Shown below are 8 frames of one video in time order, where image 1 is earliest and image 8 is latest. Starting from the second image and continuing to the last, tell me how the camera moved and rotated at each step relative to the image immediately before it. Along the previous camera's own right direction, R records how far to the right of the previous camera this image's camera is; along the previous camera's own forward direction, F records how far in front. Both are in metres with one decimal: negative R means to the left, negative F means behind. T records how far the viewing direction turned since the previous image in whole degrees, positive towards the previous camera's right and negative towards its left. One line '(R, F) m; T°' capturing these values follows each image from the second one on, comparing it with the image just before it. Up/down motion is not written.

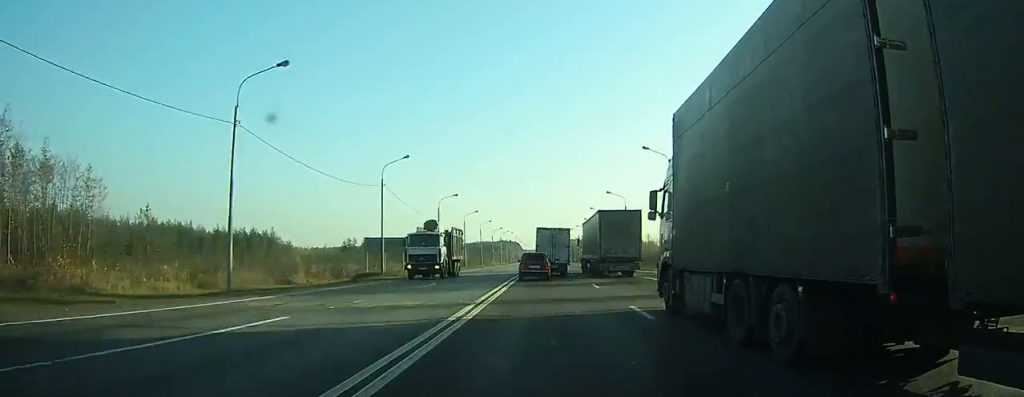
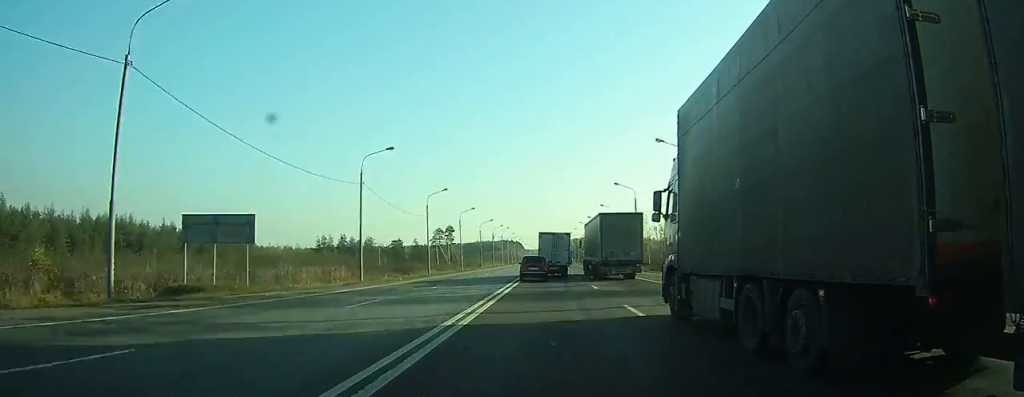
(+0.1, +34.9) m; 0°
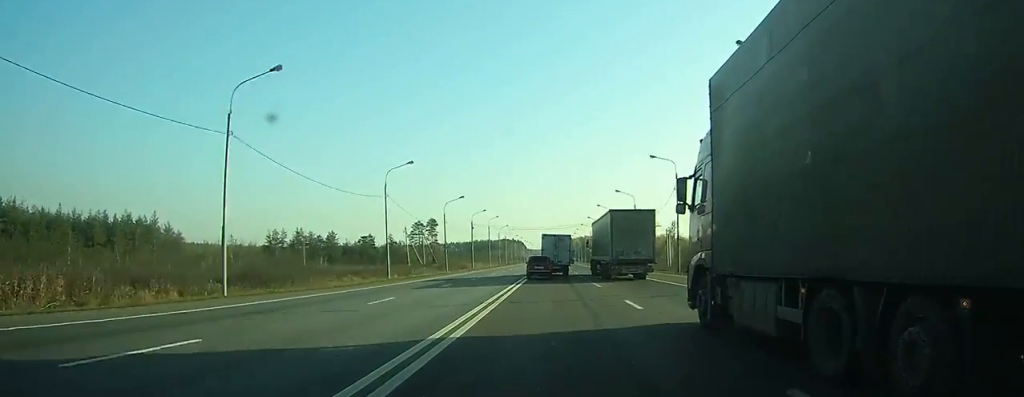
(+0.2, +46.2) m; 0°
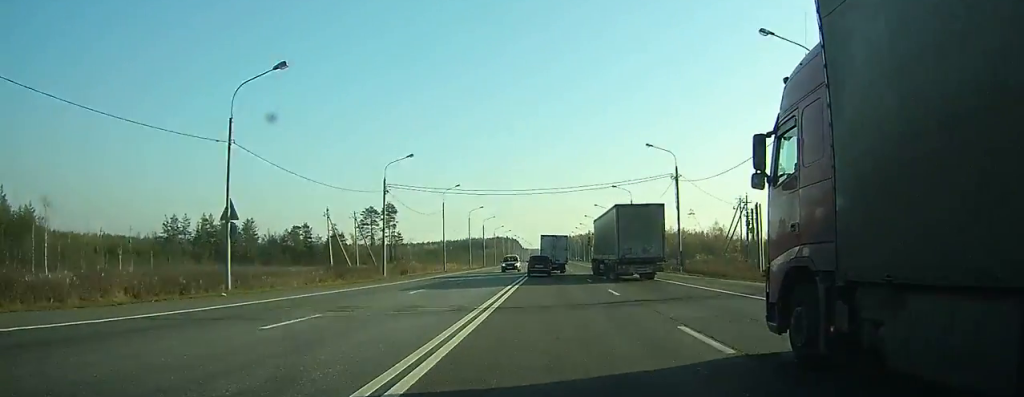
(-0.1, +54.3) m; 0°
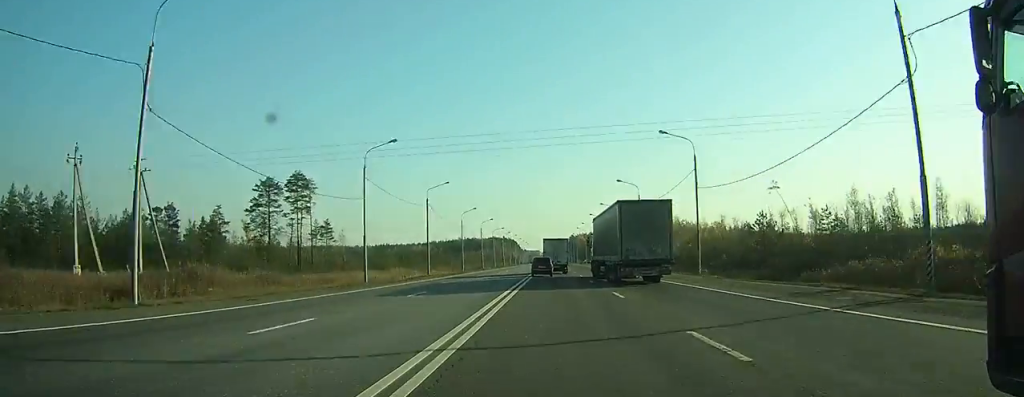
(+0.1, +60.9) m; 0°
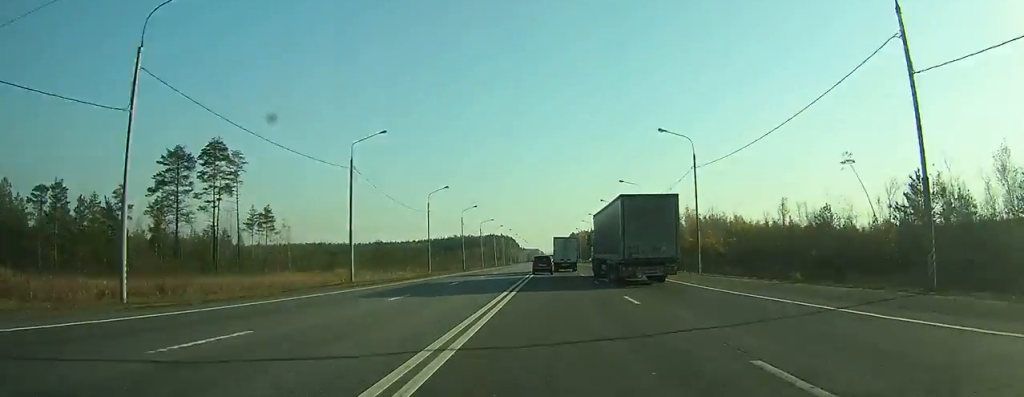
(0.0, +26.8) m; 0°
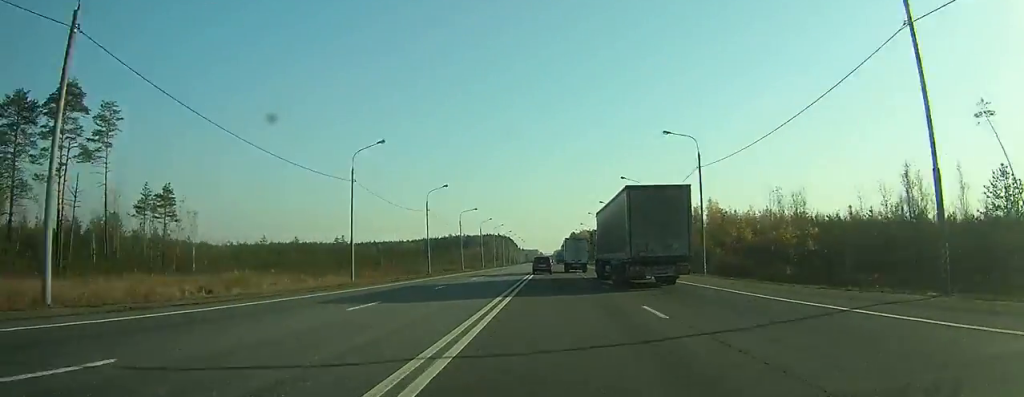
(0.0, +27.4) m; 0°
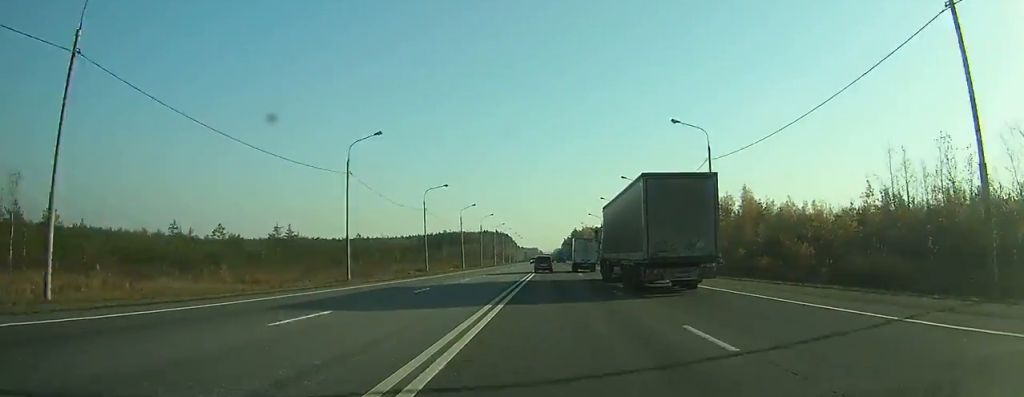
(0.0, +28.2) m; 0°
